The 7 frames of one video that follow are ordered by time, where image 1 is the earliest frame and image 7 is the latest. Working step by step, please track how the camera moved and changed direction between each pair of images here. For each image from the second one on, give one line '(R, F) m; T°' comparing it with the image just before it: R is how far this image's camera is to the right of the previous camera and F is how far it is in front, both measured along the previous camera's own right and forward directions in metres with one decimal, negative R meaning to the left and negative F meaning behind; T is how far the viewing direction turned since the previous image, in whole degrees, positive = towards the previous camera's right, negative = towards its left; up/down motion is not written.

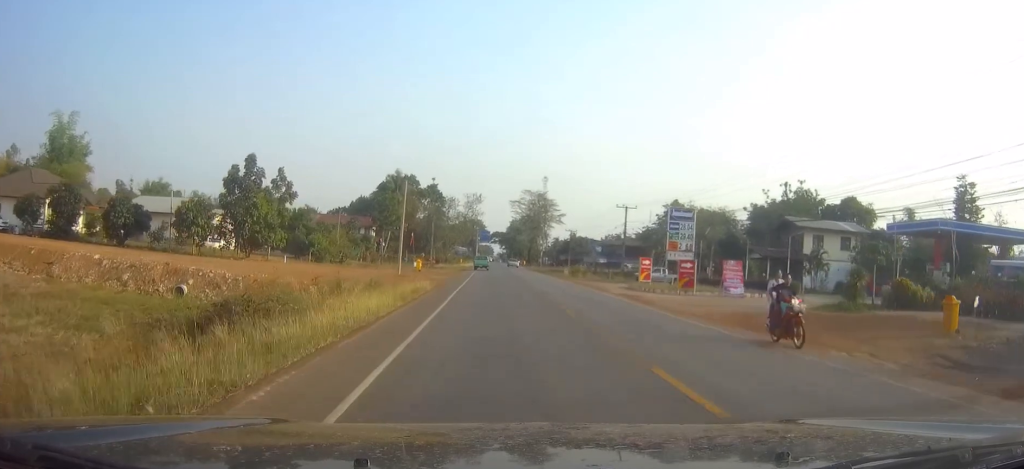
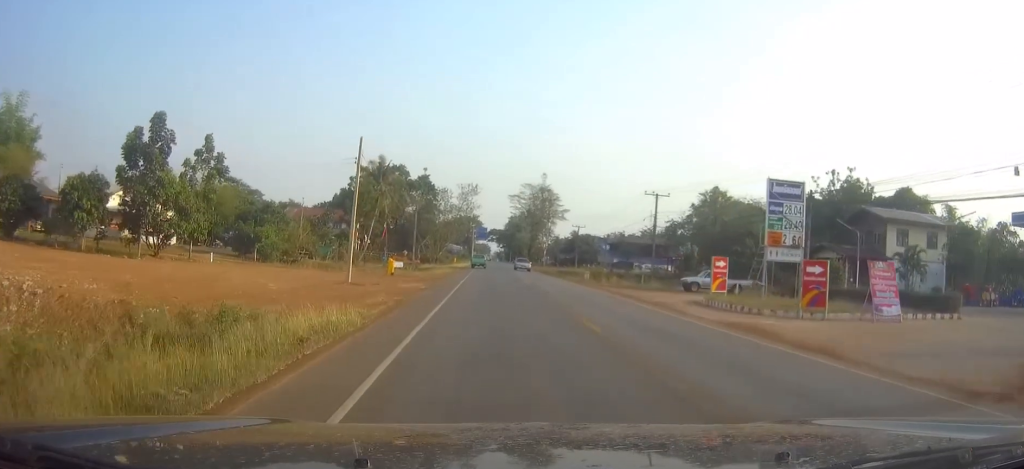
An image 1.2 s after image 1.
(-0.1, +16.6) m; 0°
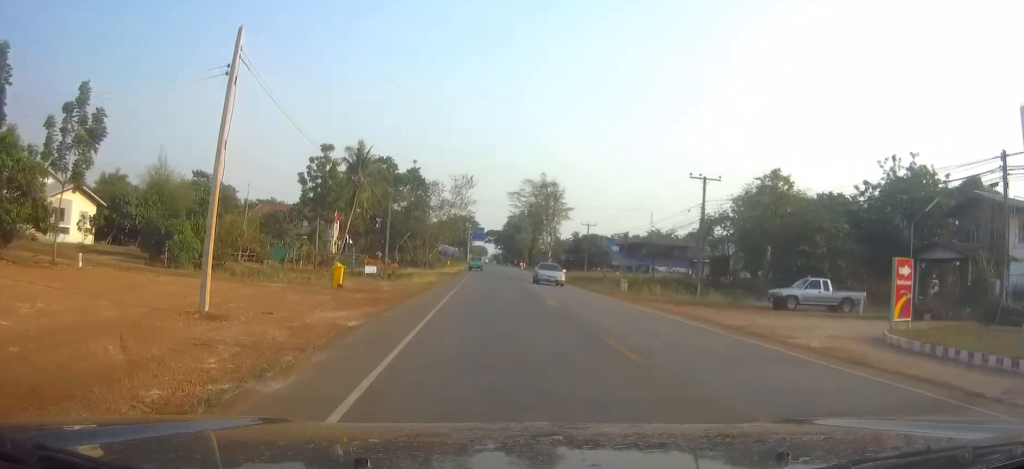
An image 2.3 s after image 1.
(+0.2, +16.3) m; +1°
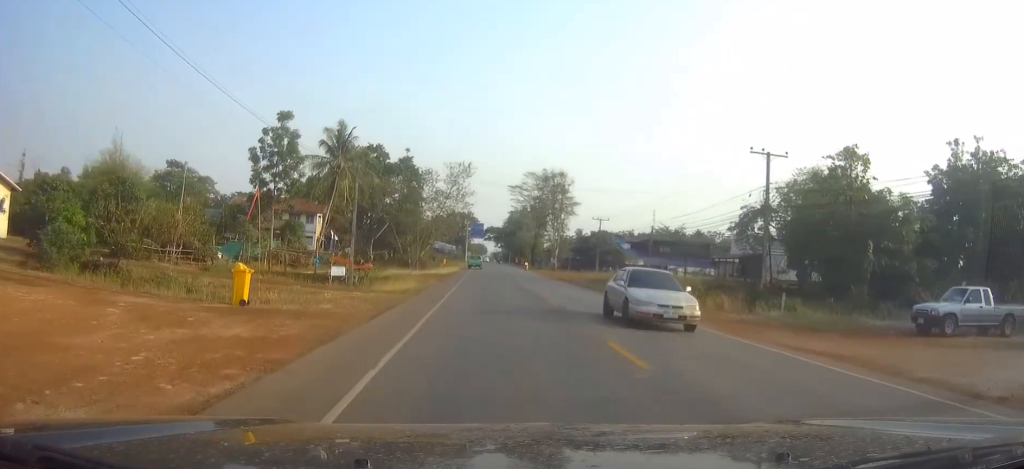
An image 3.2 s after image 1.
(+0.1, +12.6) m; +1°
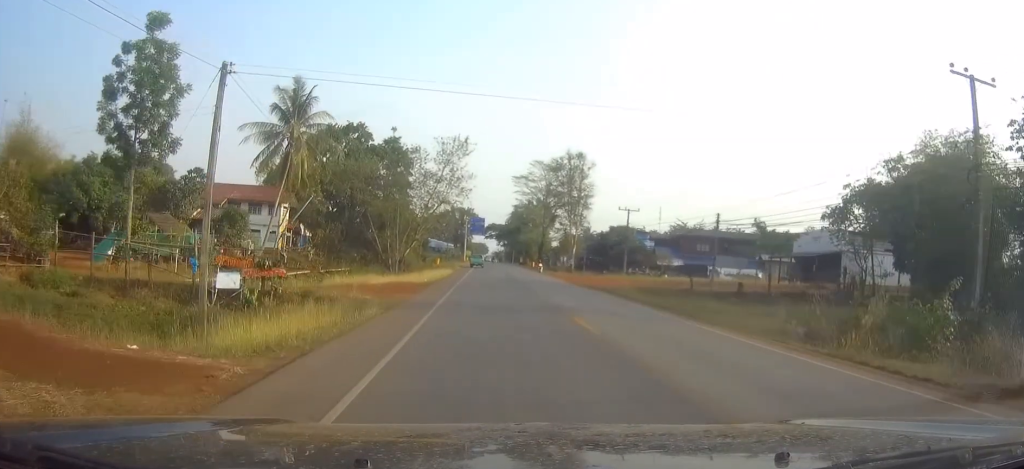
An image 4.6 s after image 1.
(-0.1, +20.5) m; -1°
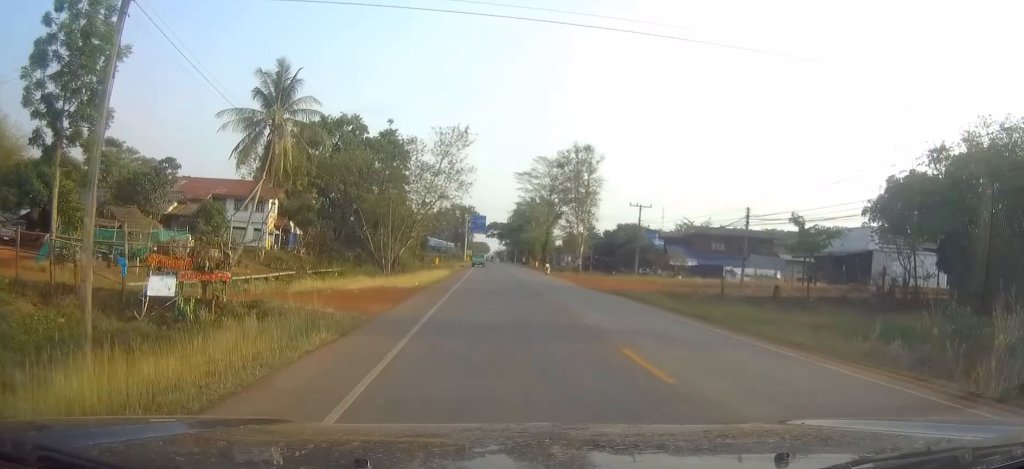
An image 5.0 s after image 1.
(-0.1, +5.9) m; 0°
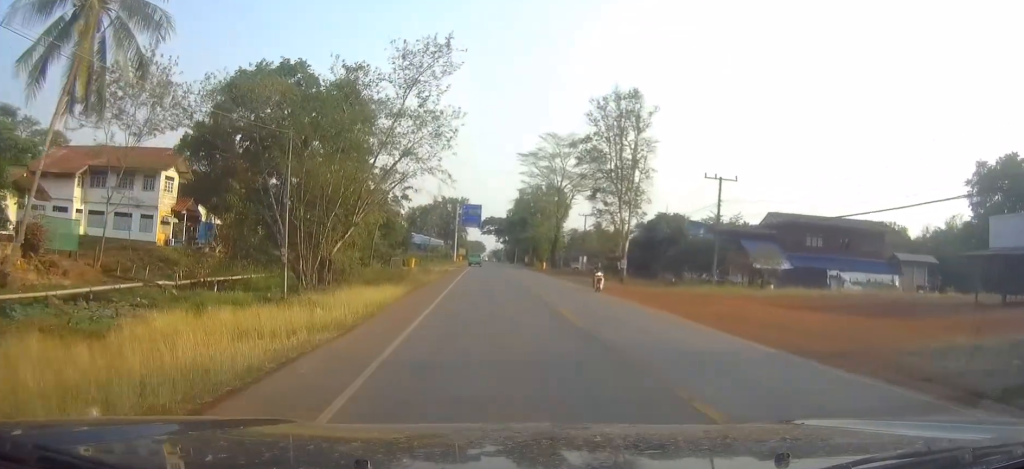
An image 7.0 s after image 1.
(+0.3, +29.4) m; 0°
